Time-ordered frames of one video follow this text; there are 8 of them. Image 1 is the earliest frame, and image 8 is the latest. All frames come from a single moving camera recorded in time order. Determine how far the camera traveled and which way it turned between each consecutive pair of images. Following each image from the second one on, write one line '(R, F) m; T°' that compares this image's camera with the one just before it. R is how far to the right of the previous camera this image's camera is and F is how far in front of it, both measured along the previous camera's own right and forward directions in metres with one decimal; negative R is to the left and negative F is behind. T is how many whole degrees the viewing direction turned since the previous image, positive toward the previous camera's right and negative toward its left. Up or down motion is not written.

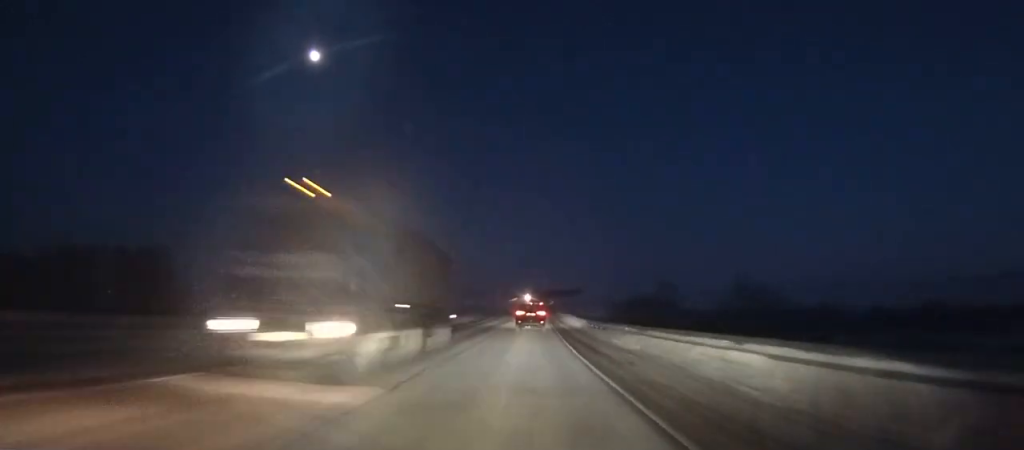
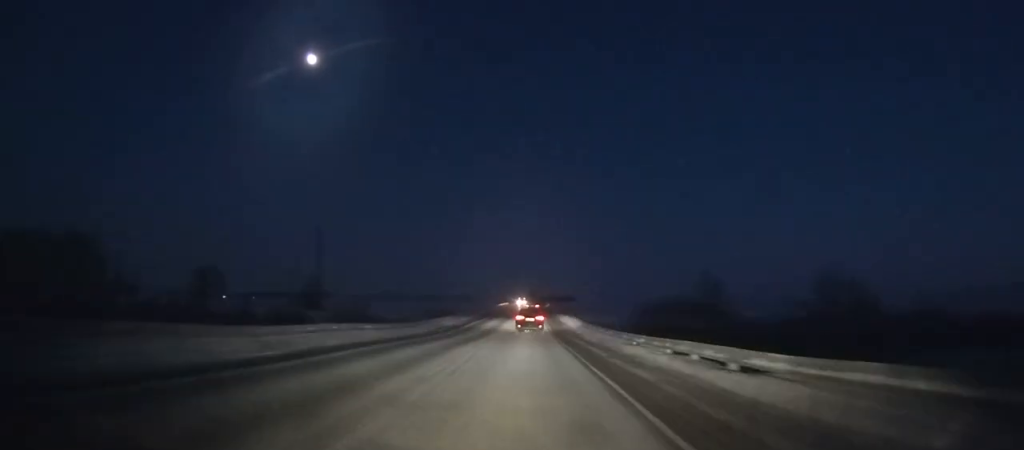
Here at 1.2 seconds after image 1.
(+0.2, +23.5) m; +1°
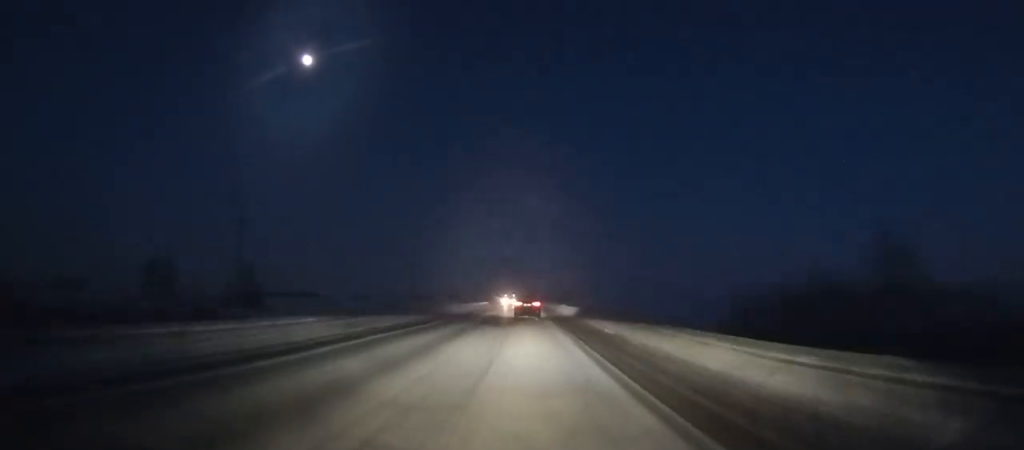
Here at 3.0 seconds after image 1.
(+0.3, +34.9) m; +1°
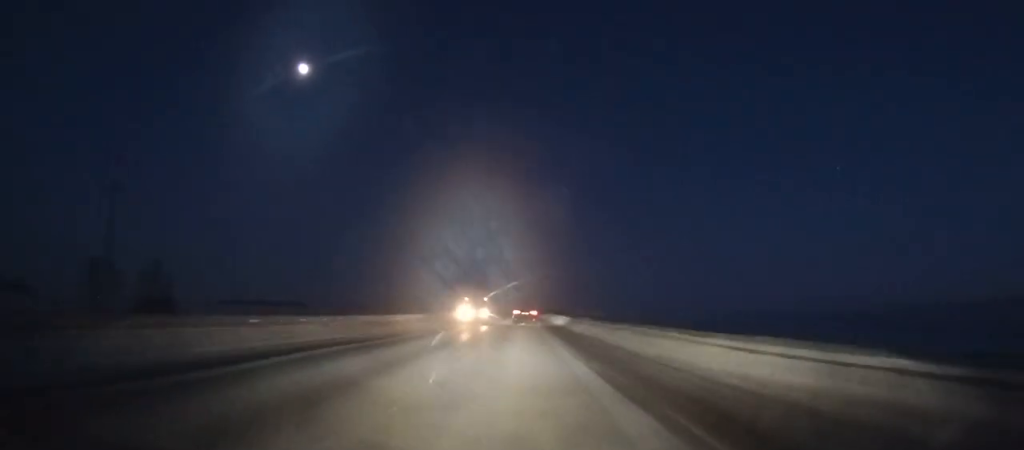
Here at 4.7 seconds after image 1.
(+0.2, +32.6) m; 0°
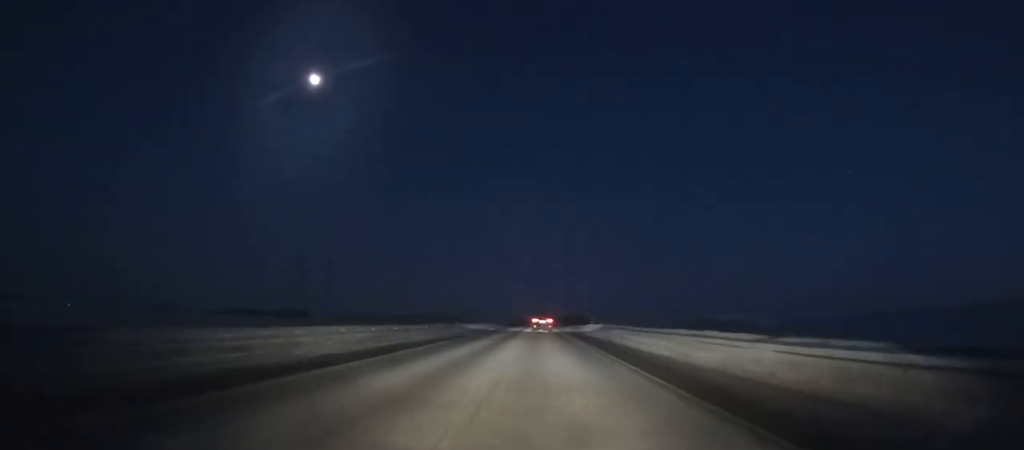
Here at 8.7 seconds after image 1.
(-0.1, +75.9) m; 0°
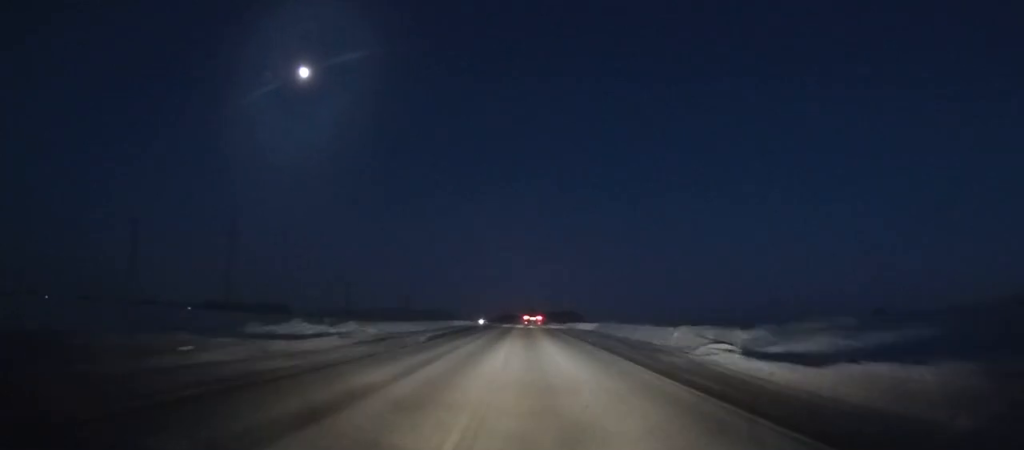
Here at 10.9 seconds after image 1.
(+0.1, +42.1) m; 0°
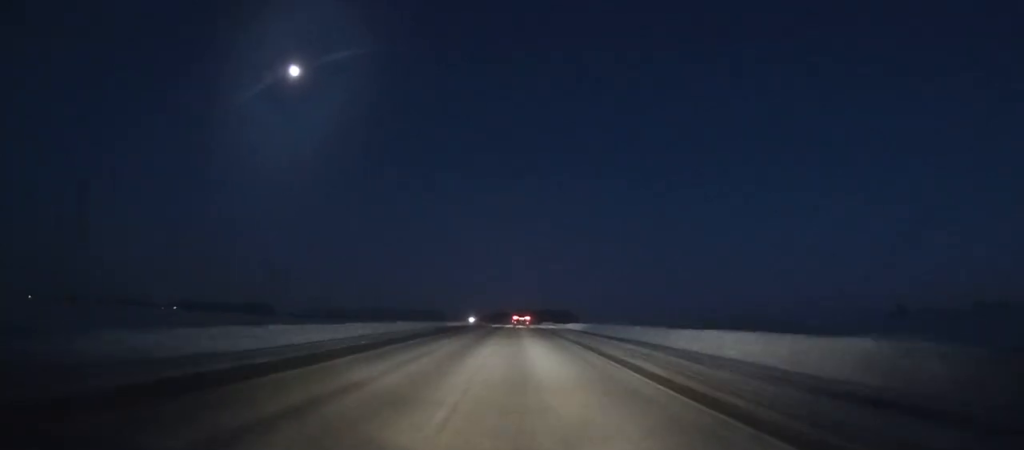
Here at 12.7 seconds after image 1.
(+0.2, +34.8) m; 0°
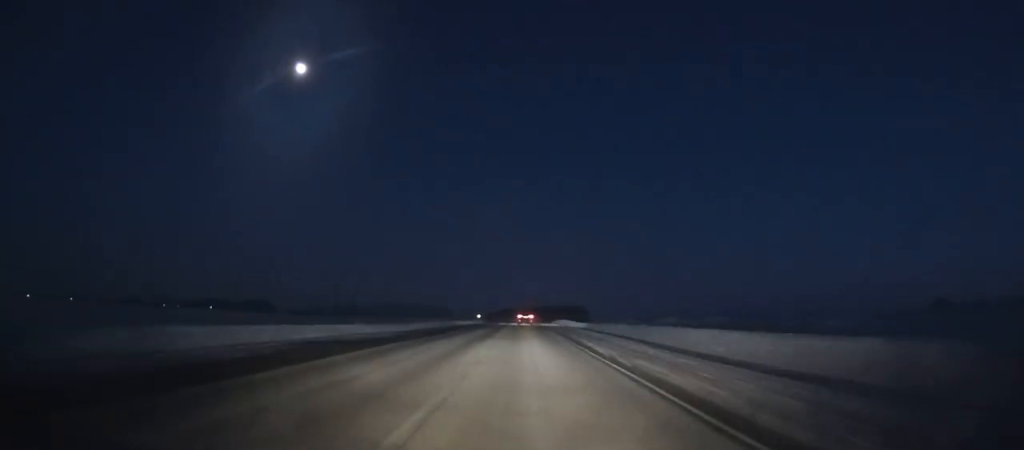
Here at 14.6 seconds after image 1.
(+0.2, +38.3) m; 0°
